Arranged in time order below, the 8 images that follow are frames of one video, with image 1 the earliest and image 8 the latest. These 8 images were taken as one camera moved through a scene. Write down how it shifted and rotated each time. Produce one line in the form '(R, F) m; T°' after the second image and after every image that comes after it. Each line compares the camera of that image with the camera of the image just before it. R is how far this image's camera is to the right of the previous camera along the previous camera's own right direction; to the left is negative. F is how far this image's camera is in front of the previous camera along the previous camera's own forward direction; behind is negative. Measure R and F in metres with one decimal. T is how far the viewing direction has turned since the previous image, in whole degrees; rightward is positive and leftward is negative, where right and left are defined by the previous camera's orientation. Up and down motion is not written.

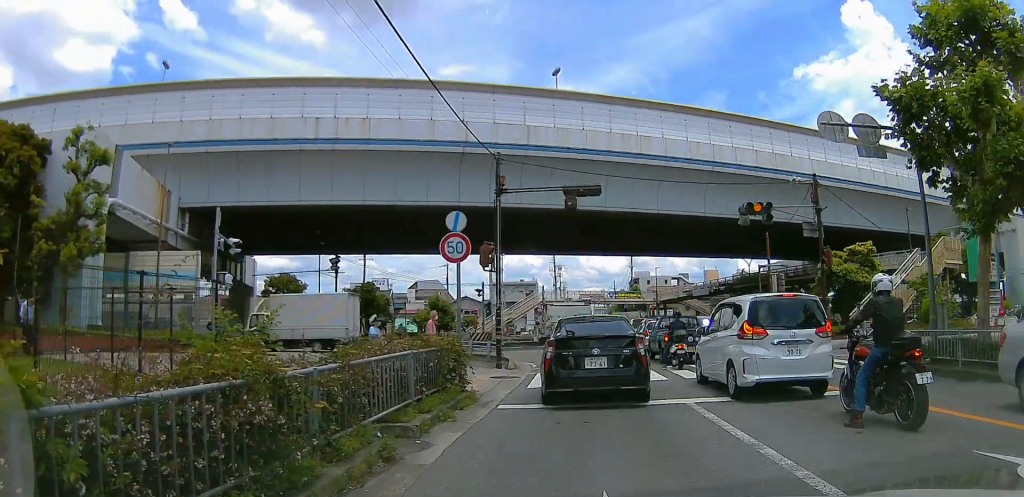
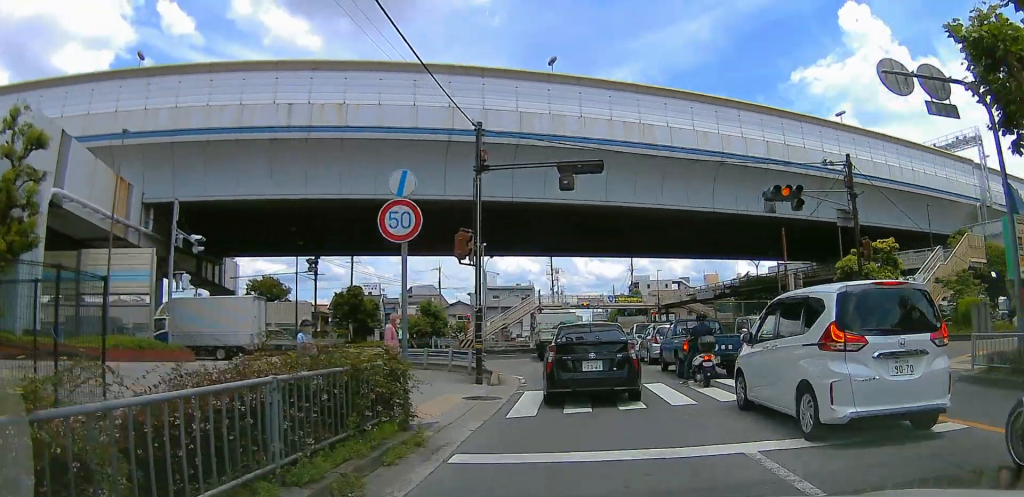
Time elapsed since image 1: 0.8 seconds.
(0.0, +3.8) m; +5°
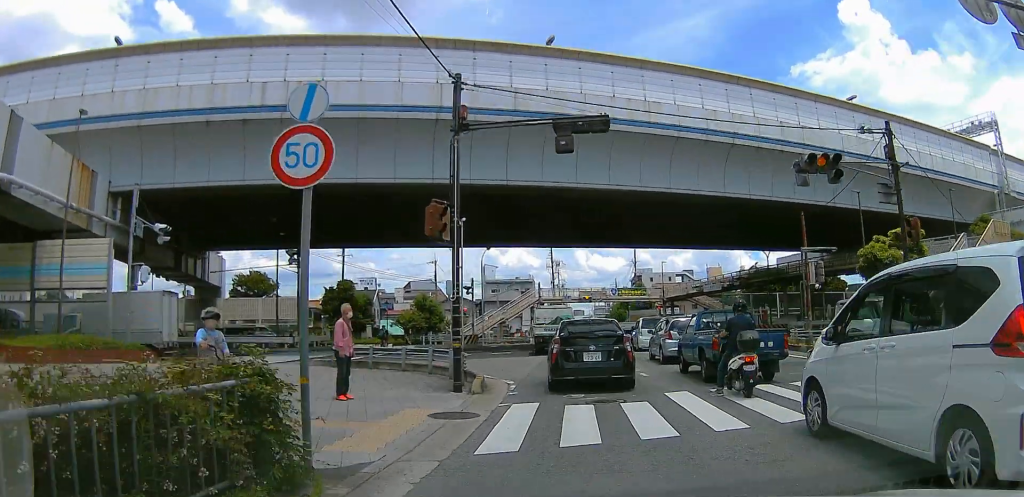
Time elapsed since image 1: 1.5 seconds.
(-0.1, +3.2) m; +7°
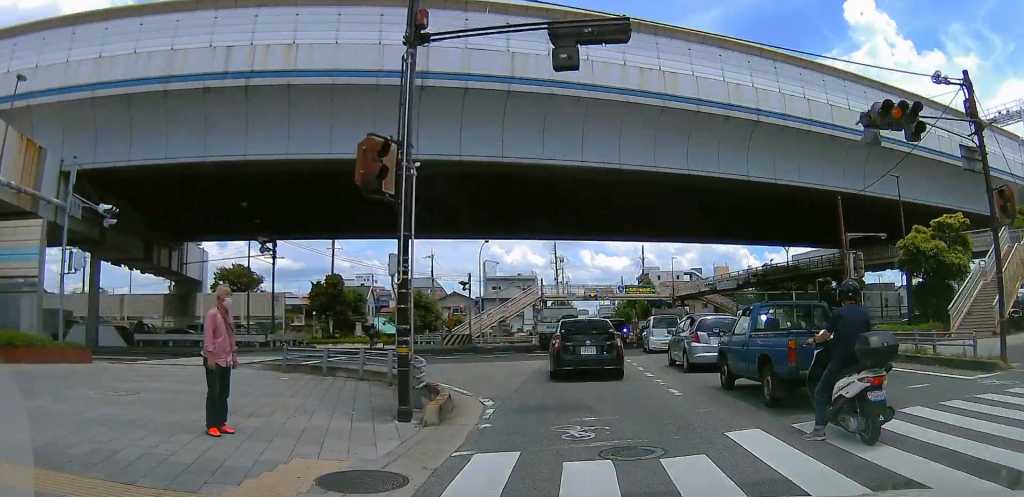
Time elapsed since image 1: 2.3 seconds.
(+0.7, +4.5) m; -1°
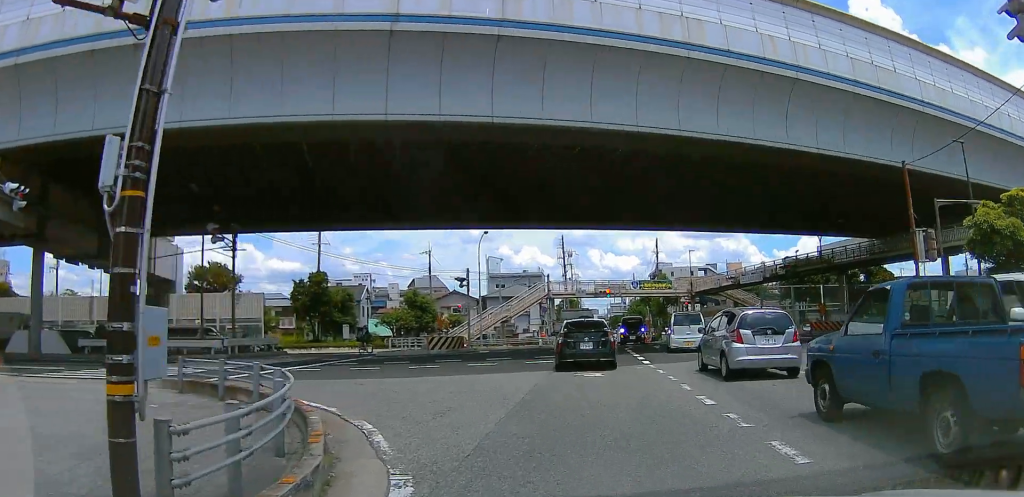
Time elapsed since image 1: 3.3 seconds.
(-0.7, +5.4) m; -12°
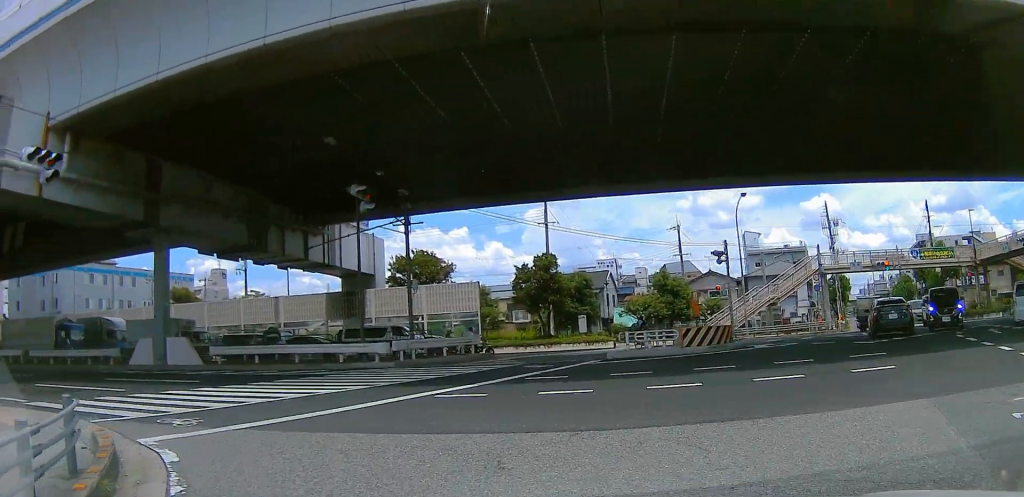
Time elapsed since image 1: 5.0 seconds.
(-1.5, +8.5) m; -28°
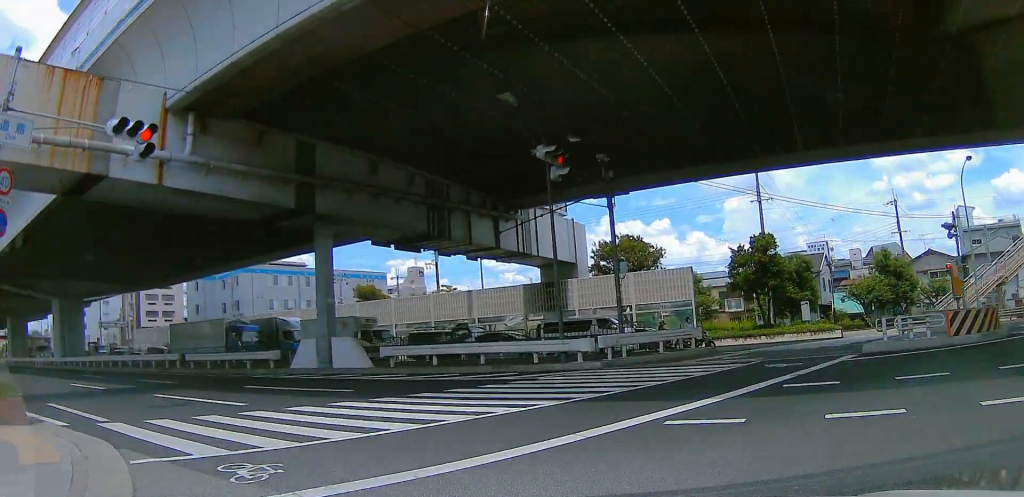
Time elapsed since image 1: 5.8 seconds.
(-0.6, +3.9) m; -22°
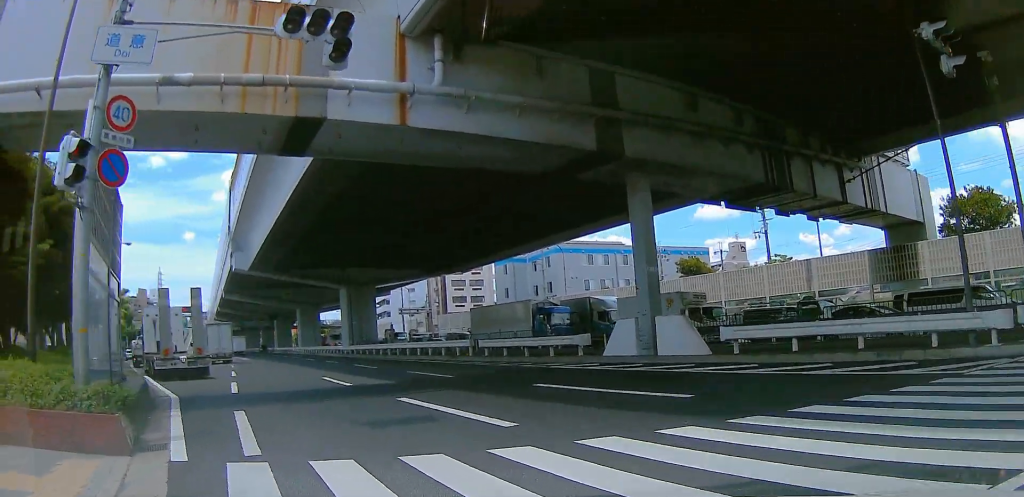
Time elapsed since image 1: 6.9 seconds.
(-1.5, +4.9) m; -27°
